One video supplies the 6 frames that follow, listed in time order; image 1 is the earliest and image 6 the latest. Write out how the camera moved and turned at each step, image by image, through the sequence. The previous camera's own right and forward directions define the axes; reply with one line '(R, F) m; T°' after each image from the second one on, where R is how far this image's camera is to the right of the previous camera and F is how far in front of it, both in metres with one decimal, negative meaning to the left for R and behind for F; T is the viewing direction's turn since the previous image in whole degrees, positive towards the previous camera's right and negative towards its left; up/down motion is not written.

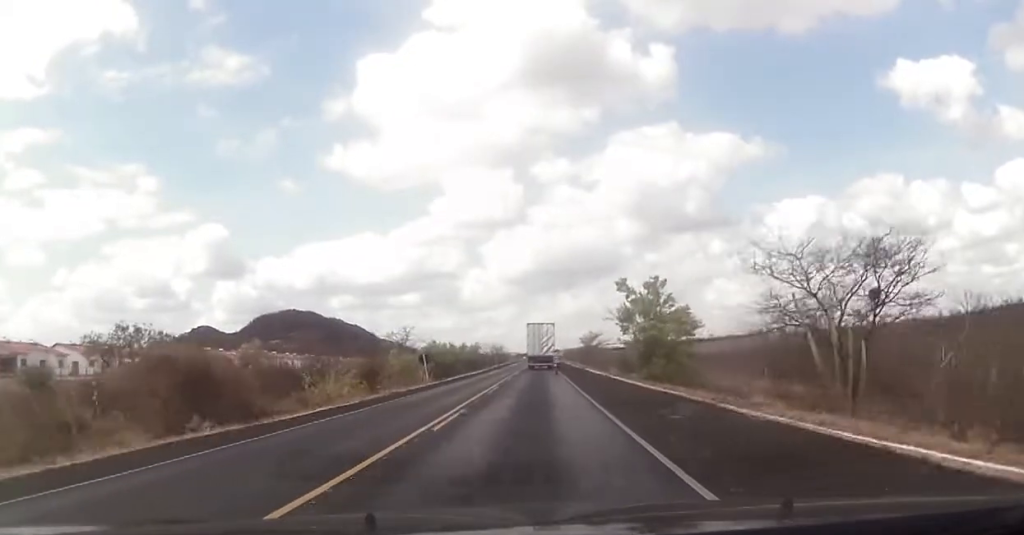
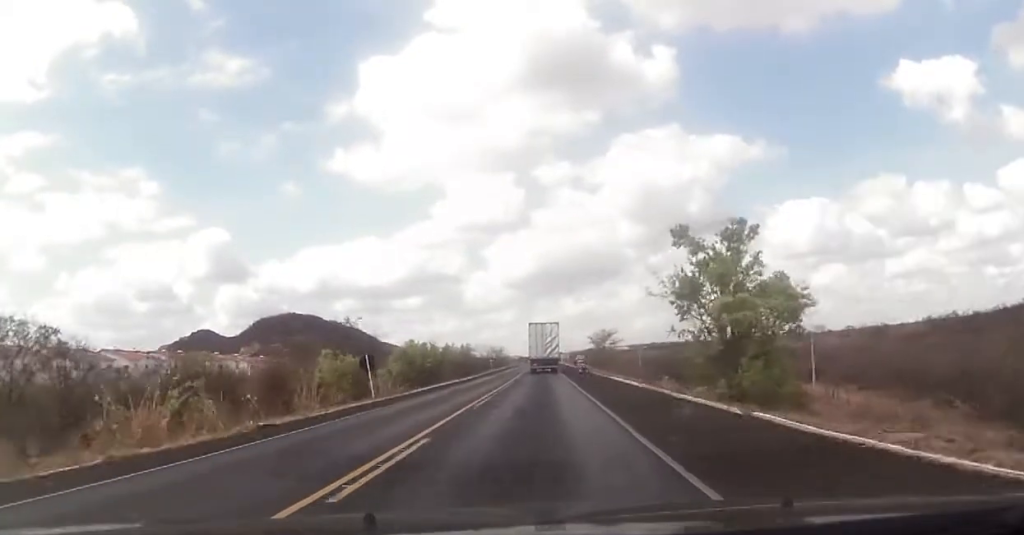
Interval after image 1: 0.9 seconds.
(-0.1, +21.4) m; +1°
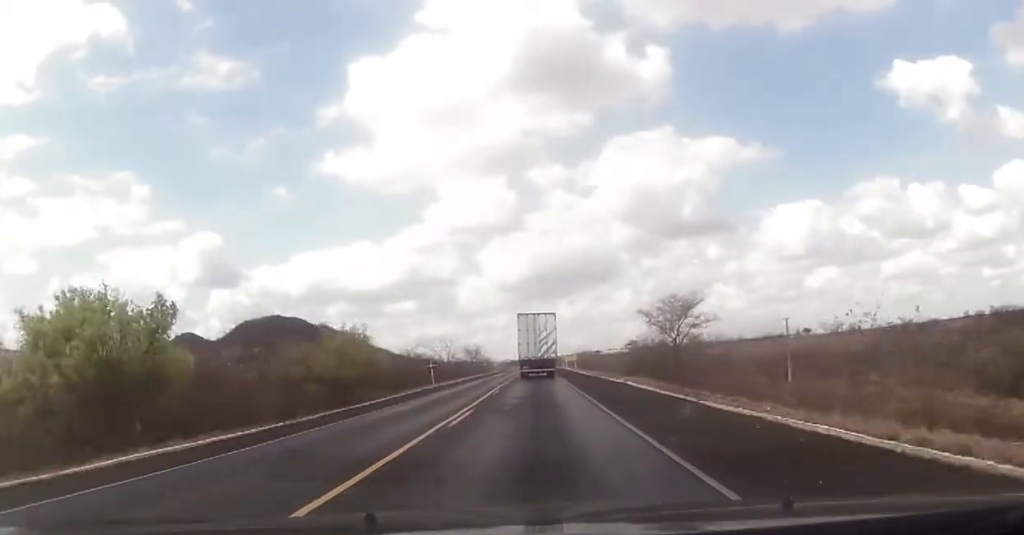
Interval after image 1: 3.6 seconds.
(-0.7, +63.9) m; -2°
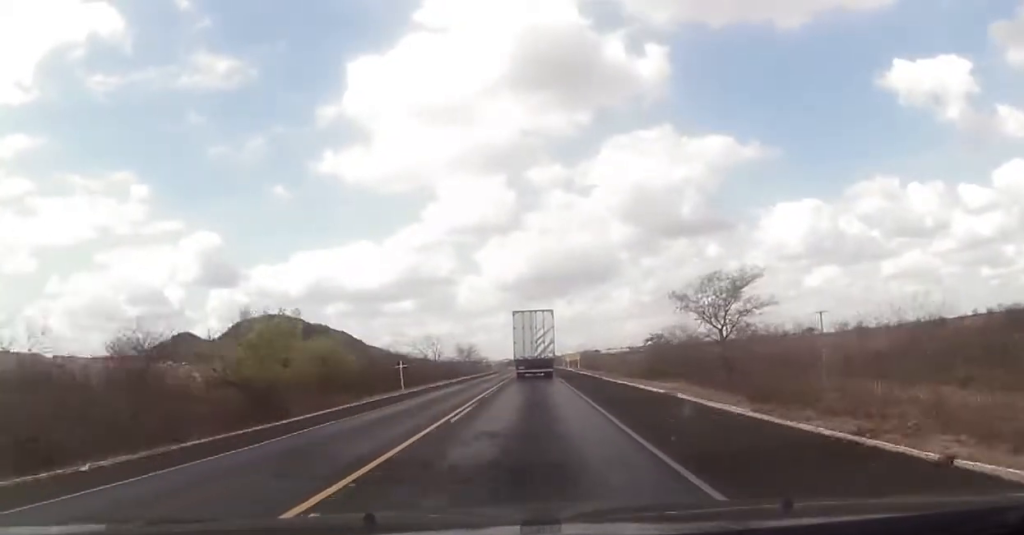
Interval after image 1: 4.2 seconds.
(0.0, +13.0) m; 0°
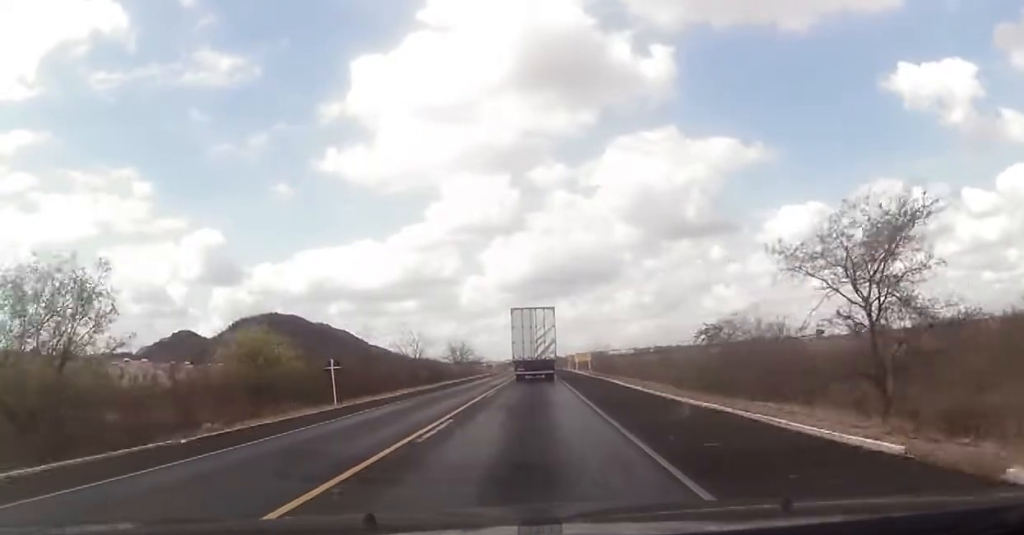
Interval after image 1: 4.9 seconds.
(0.0, +16.8) m; 0°
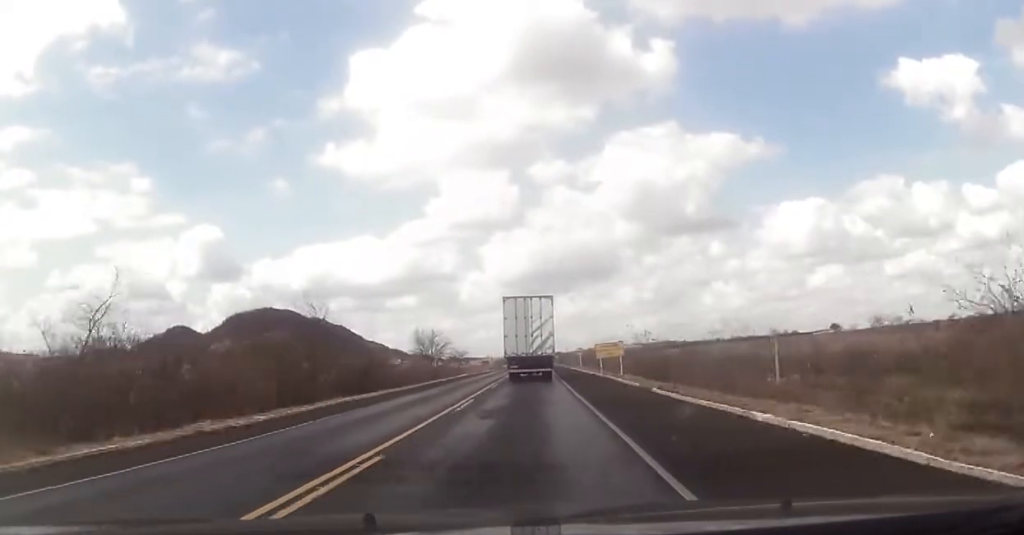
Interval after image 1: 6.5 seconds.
(+0.4, +34.9) m; +1°
